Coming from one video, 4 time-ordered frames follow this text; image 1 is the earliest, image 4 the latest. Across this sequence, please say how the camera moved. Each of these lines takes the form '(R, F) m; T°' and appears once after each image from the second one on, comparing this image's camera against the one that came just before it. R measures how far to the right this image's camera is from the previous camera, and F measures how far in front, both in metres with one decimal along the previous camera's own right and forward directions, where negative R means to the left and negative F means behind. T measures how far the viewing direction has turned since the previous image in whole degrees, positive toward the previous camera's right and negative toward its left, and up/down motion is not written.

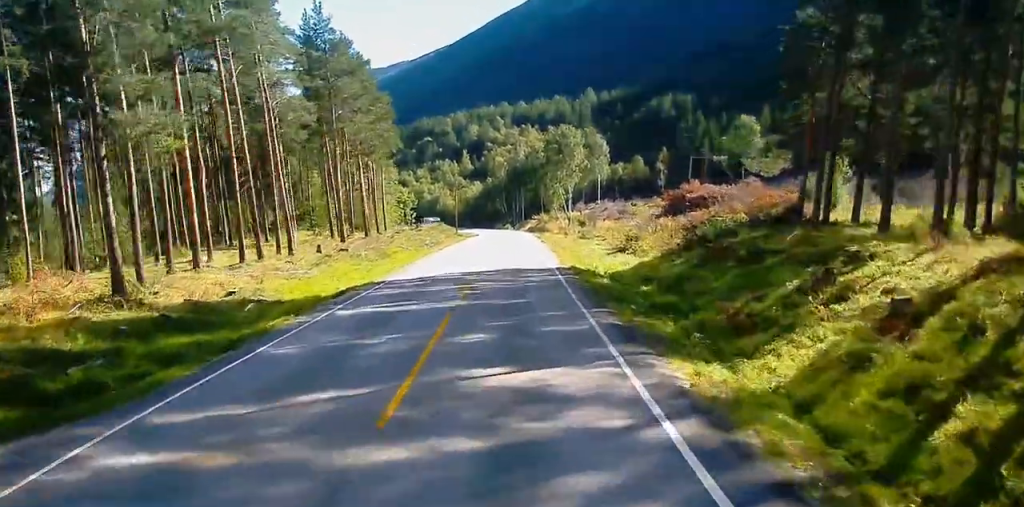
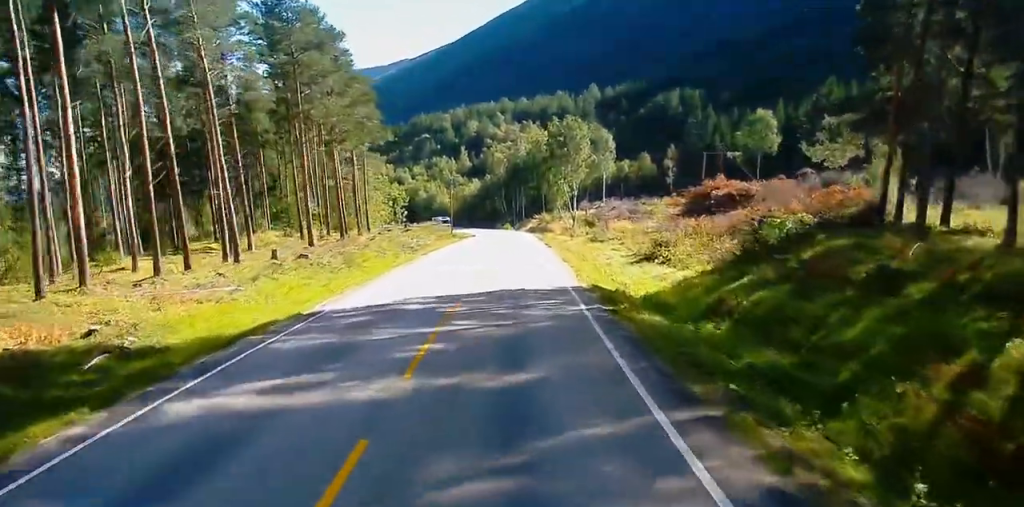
(-0.2, +9.4) m; -1°
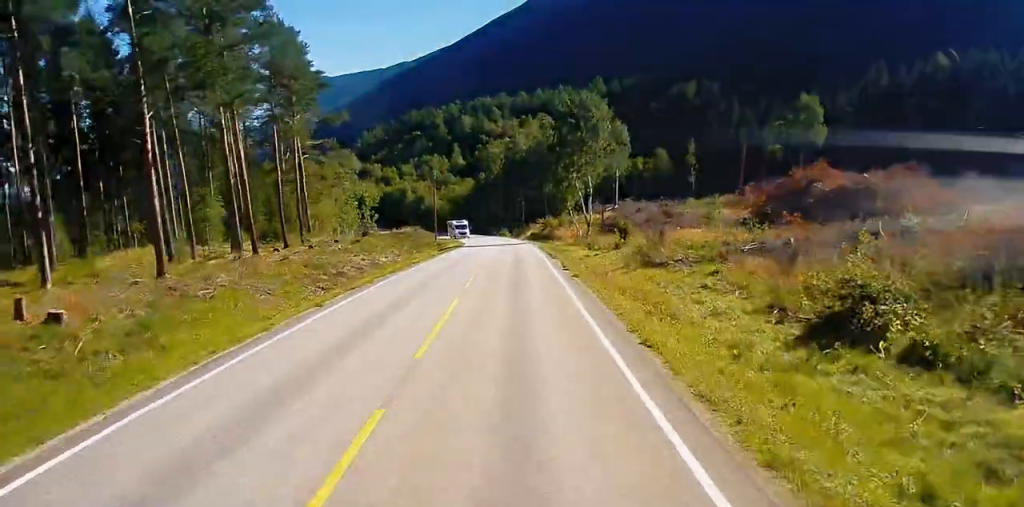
(-0.1, +22.6) m; 0°
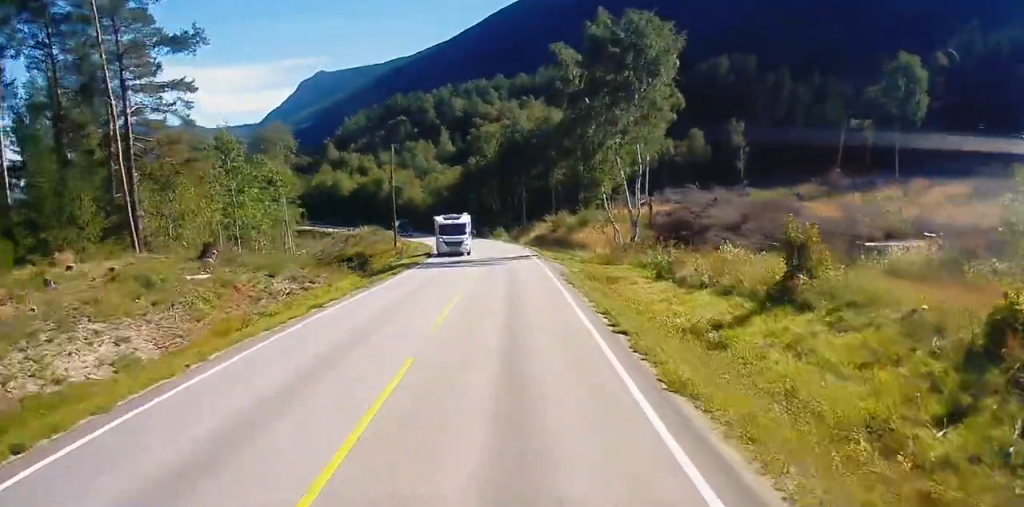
(0.0, +32.4) m; 0°
